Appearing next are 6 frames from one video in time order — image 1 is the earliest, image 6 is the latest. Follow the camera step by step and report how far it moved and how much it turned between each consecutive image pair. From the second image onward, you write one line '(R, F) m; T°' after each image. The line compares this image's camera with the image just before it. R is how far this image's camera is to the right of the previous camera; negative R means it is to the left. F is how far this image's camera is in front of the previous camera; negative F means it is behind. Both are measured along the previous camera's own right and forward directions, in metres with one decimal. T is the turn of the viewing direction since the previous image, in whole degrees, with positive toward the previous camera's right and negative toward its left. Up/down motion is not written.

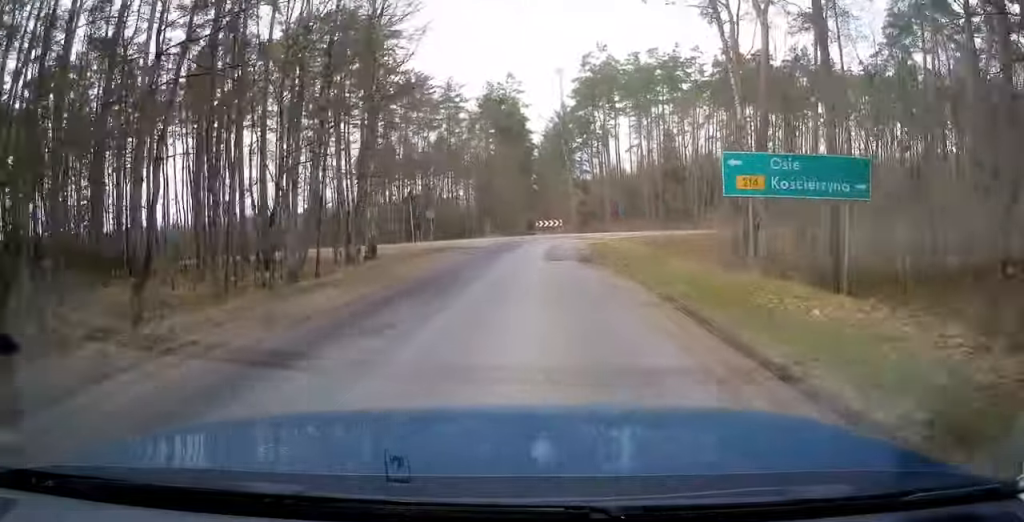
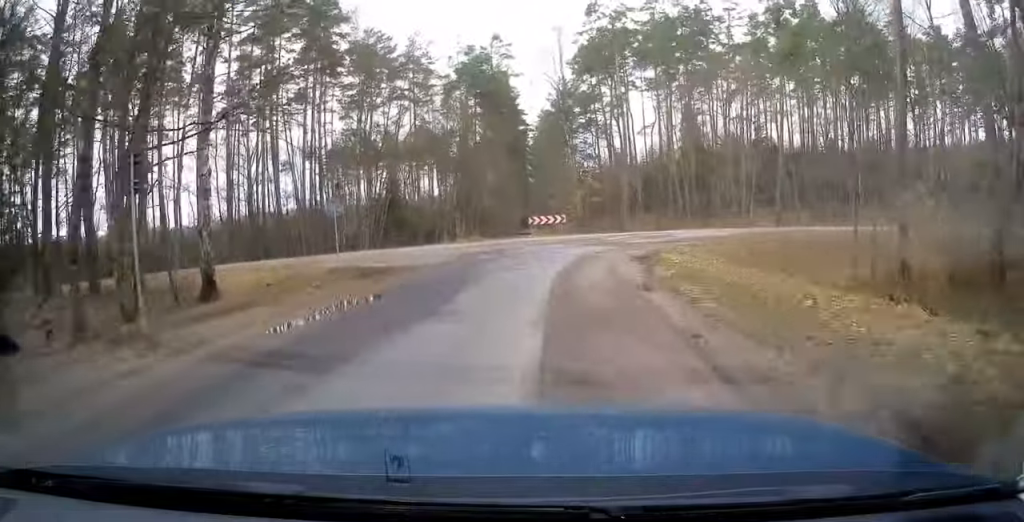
(+0.1, +20.3) m; +6°
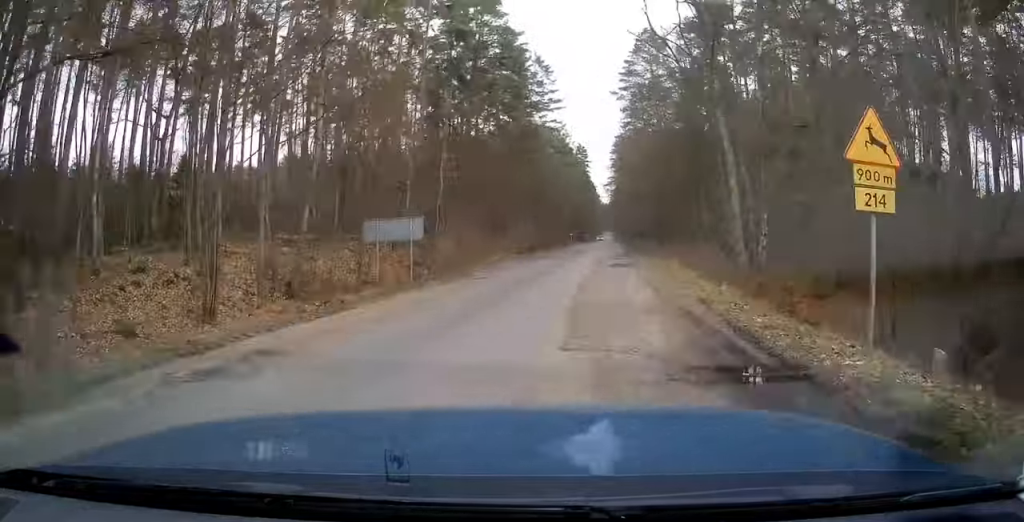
(+29.4, +49.7) m; +67°
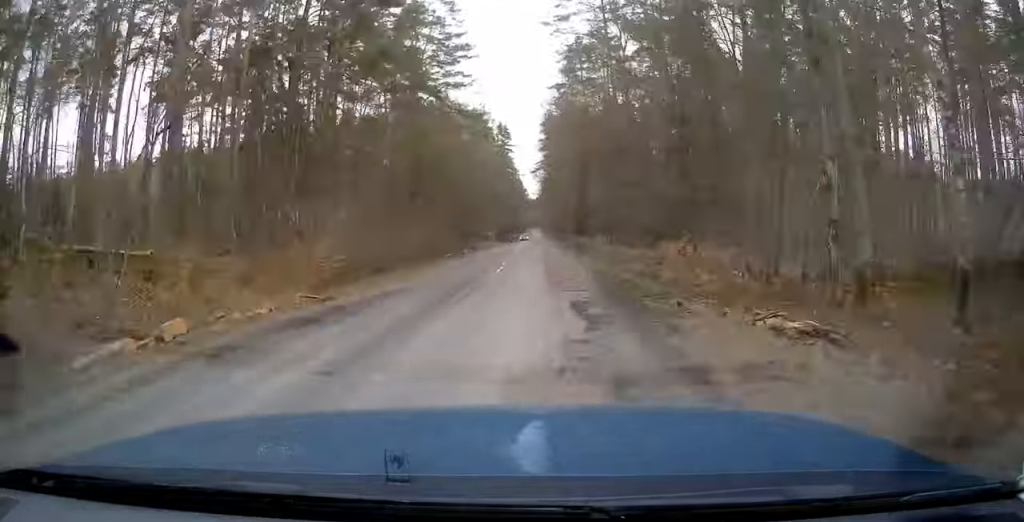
(+4.3, +32.5) m; +7°
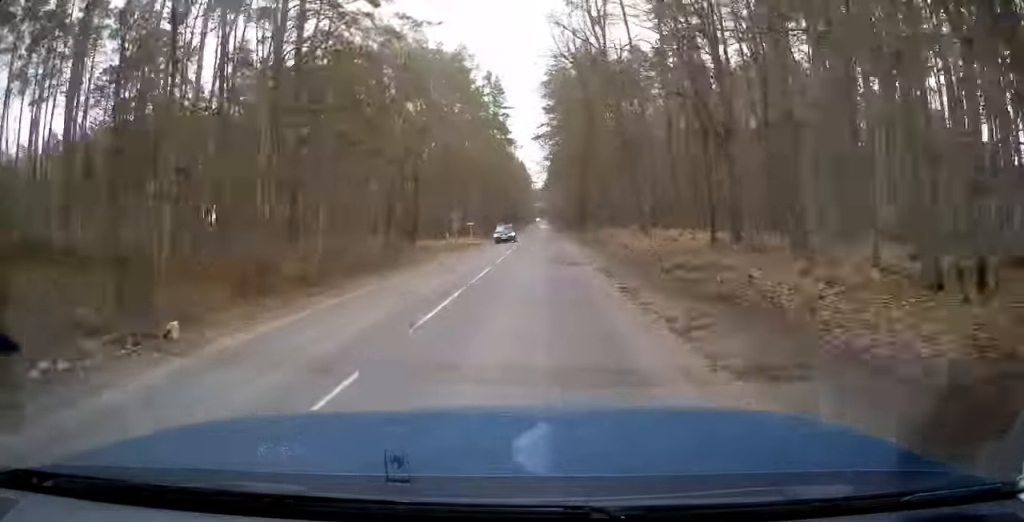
(+0.2, +37.8) m; 0°
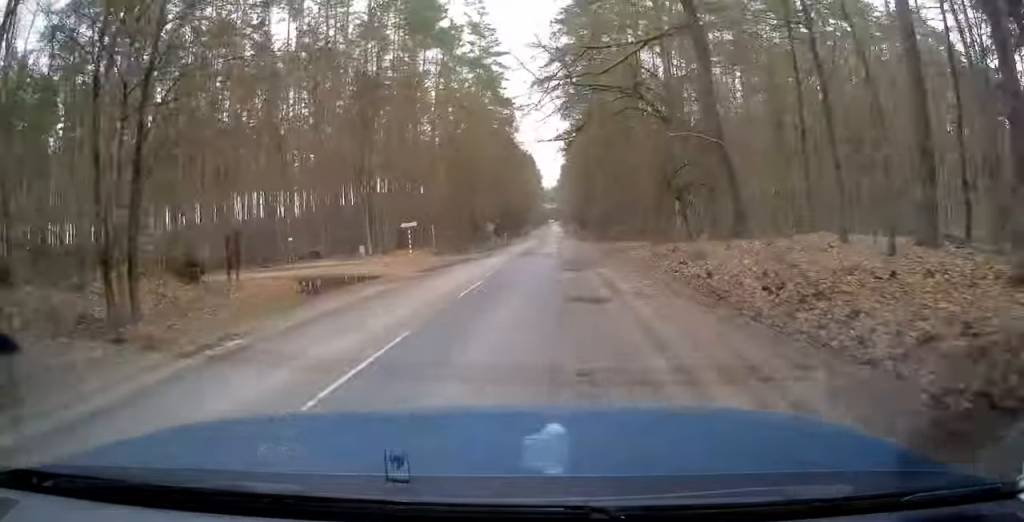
(-0.3, +39.0) m; 0°
